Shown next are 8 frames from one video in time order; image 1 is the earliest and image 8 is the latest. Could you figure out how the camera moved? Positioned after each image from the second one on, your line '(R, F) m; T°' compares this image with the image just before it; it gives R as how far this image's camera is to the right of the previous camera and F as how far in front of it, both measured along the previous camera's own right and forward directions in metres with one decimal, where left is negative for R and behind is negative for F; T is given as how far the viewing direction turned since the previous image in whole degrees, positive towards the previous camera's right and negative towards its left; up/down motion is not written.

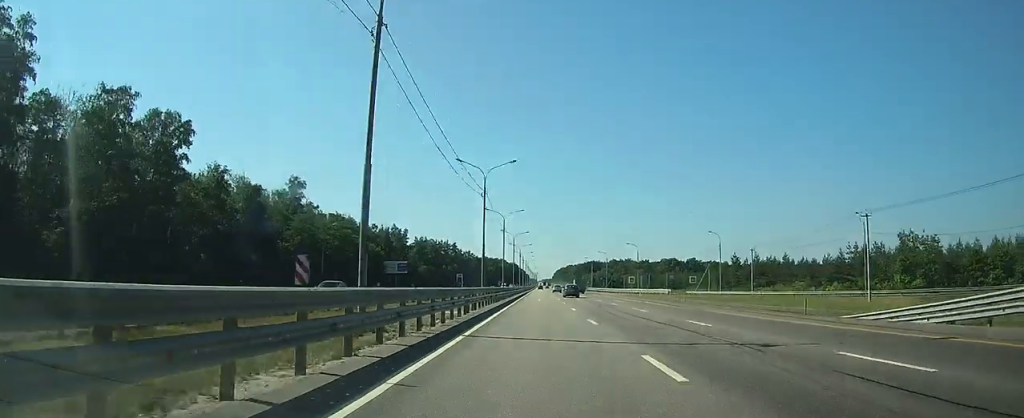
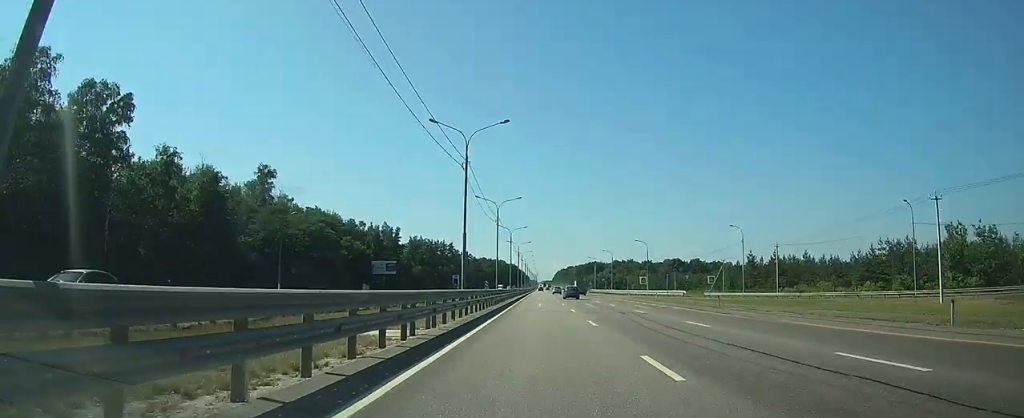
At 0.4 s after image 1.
(-0.1, +12.9) m; 0°
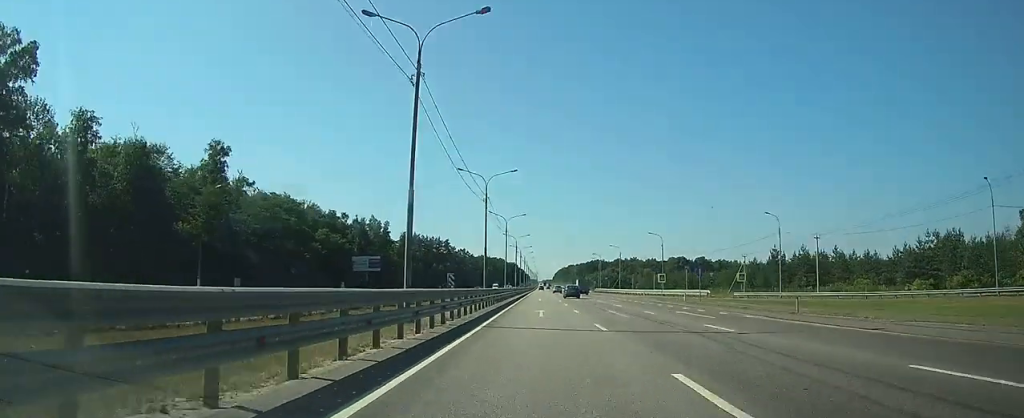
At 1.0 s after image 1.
(-0.1, +15.9) m; 0°
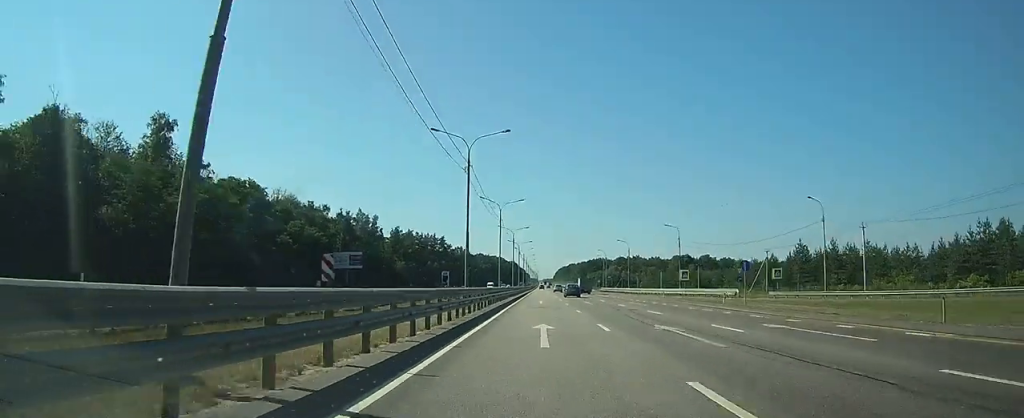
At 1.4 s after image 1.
(+0.1, +15.0) m; 0°
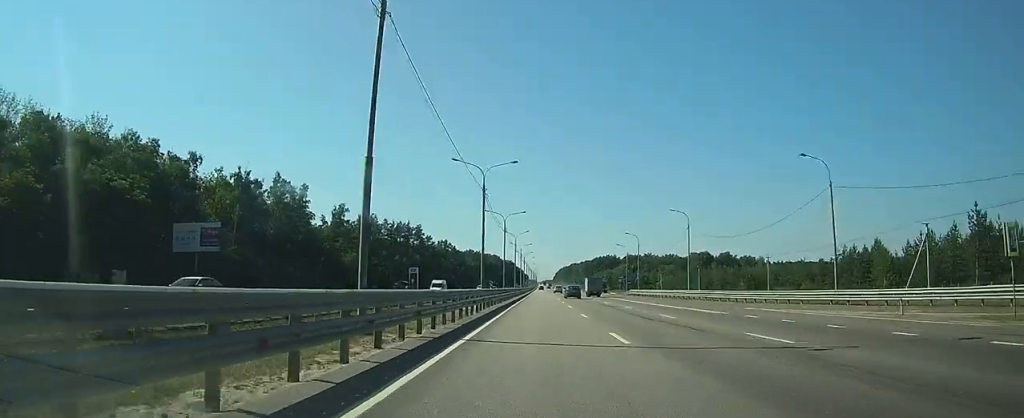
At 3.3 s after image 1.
(+0.2, +60.9) m; 0°
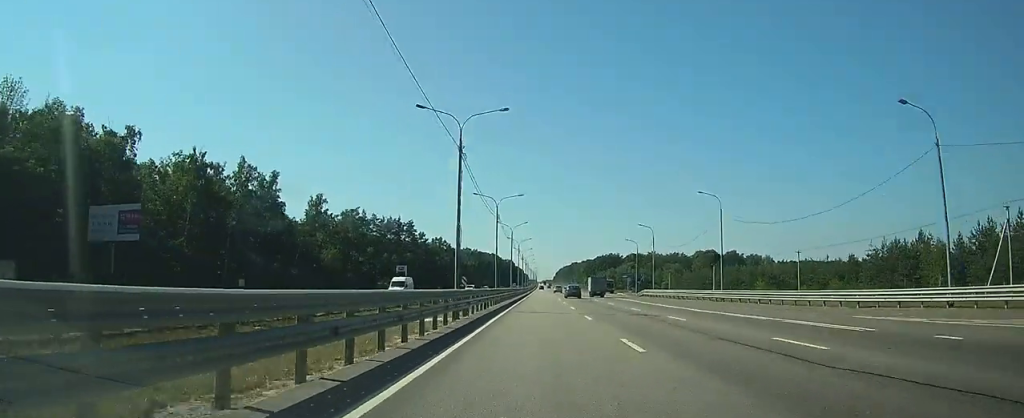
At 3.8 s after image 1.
(0.0, +16.2) m; 0°
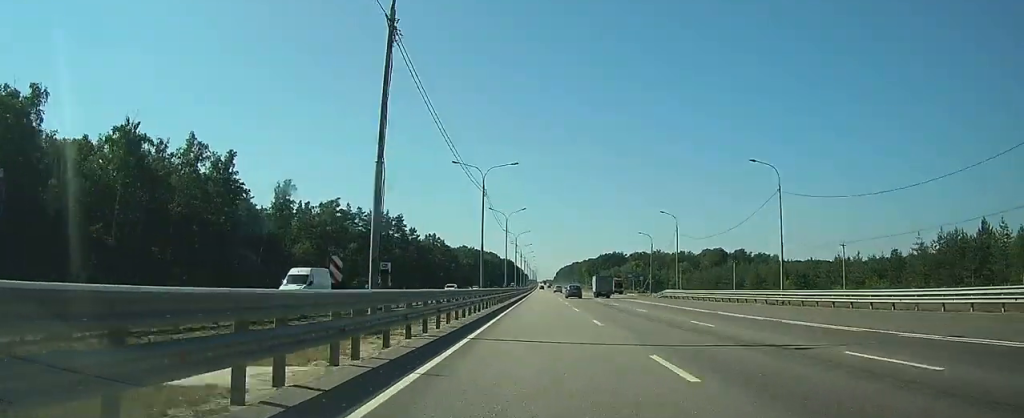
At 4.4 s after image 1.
(0.0, +17.5) m; 0°
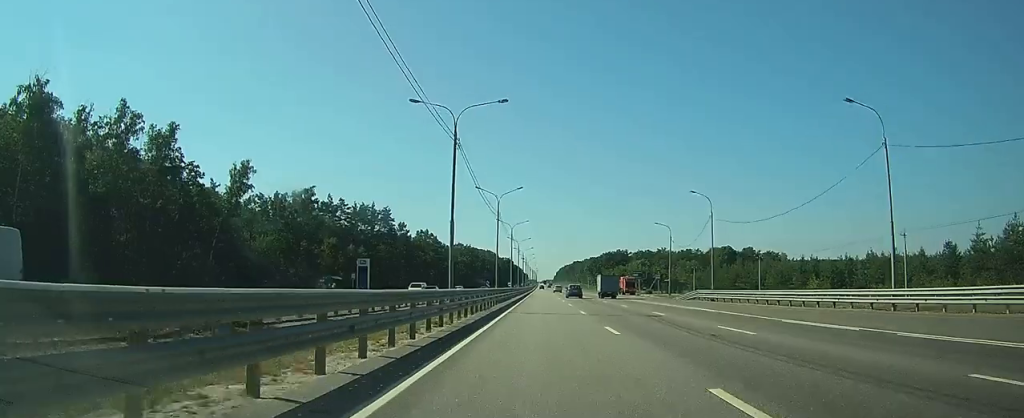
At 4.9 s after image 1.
(0.0, +17.1) m; 0°
